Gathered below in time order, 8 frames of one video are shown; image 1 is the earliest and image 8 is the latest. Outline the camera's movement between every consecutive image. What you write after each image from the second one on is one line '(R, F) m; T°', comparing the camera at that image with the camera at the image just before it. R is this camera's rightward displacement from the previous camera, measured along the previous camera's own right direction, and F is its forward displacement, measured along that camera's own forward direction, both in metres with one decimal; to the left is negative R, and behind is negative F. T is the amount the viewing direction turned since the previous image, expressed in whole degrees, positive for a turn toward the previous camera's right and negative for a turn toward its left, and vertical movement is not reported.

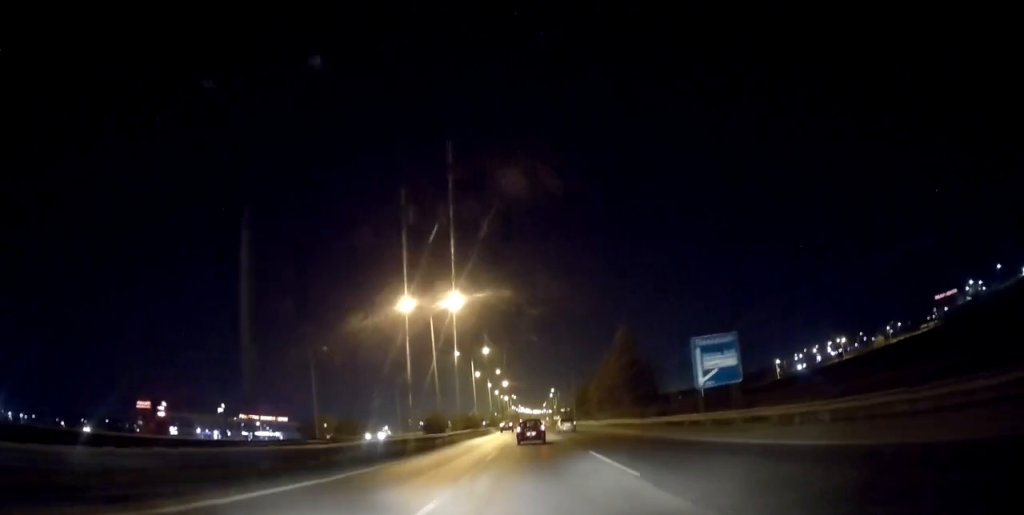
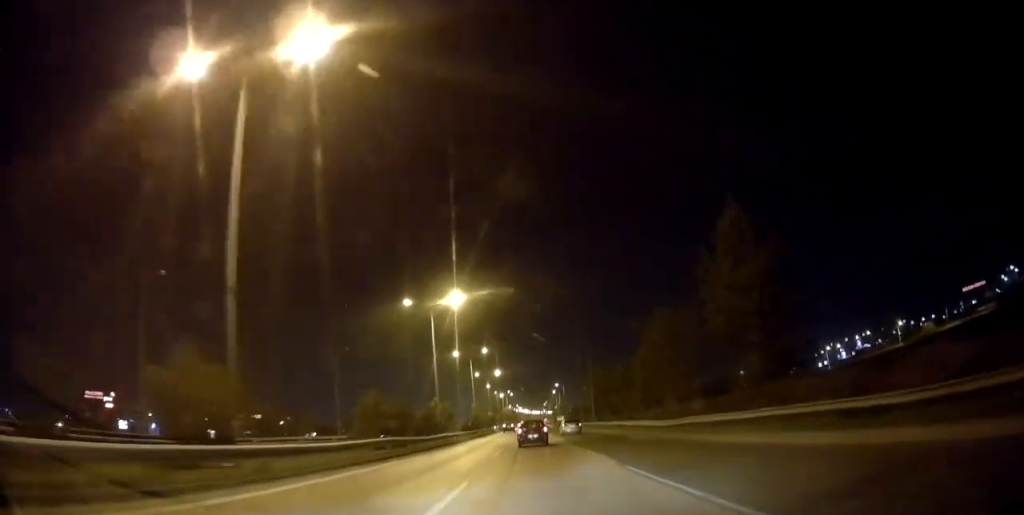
(+0.3, +35.6) m; 0°
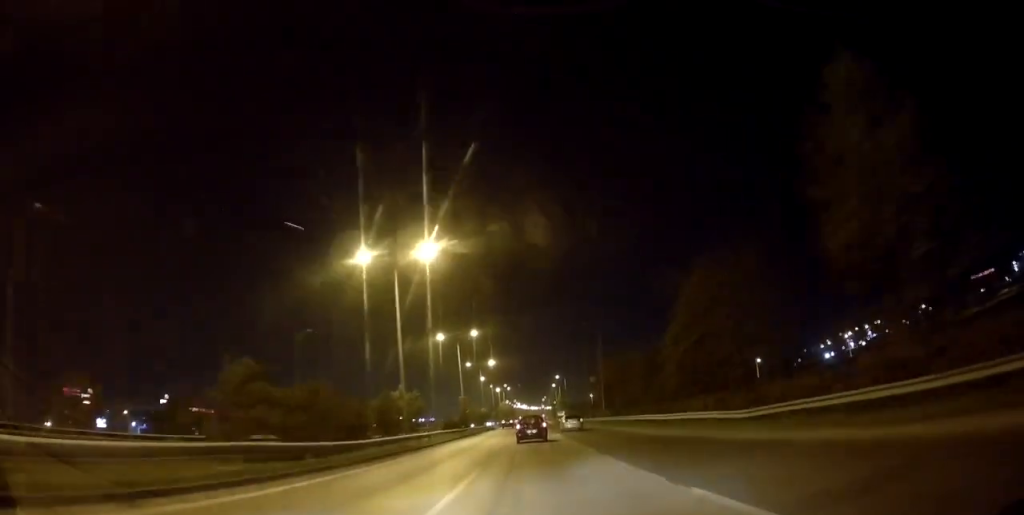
(+0.1, +12.9) m; 0°
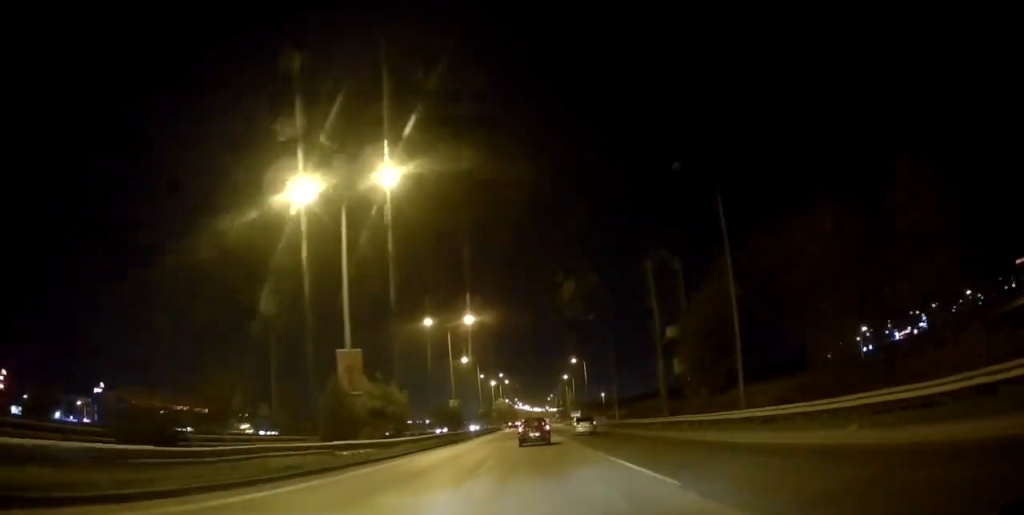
(-0.1, +47.2) m; 0°
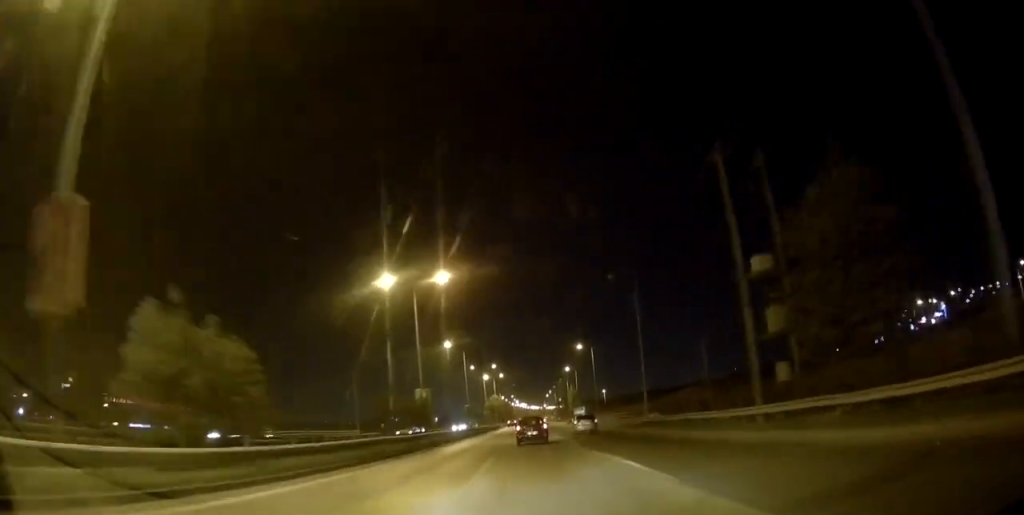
(+0.1, +17.2) m; 0°
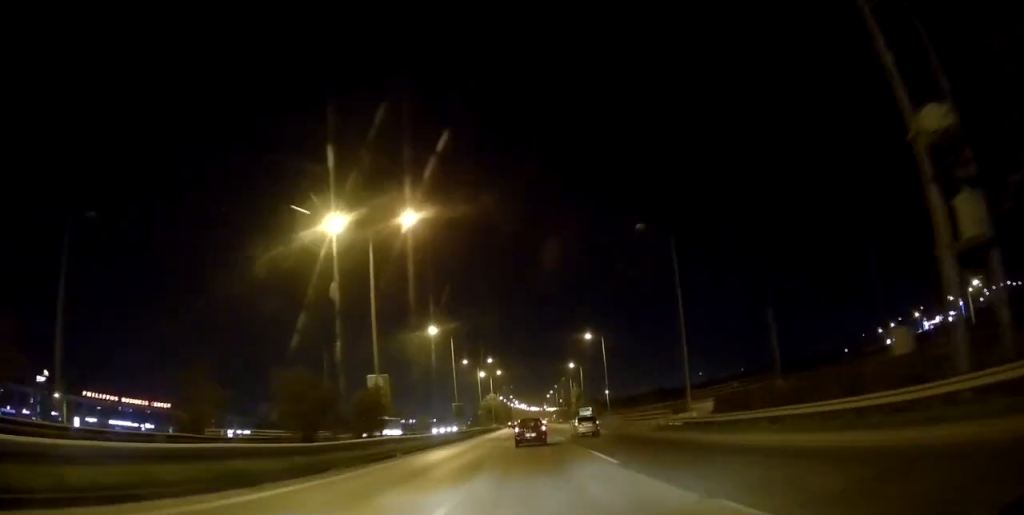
(0.0, +13.0) m; 0°
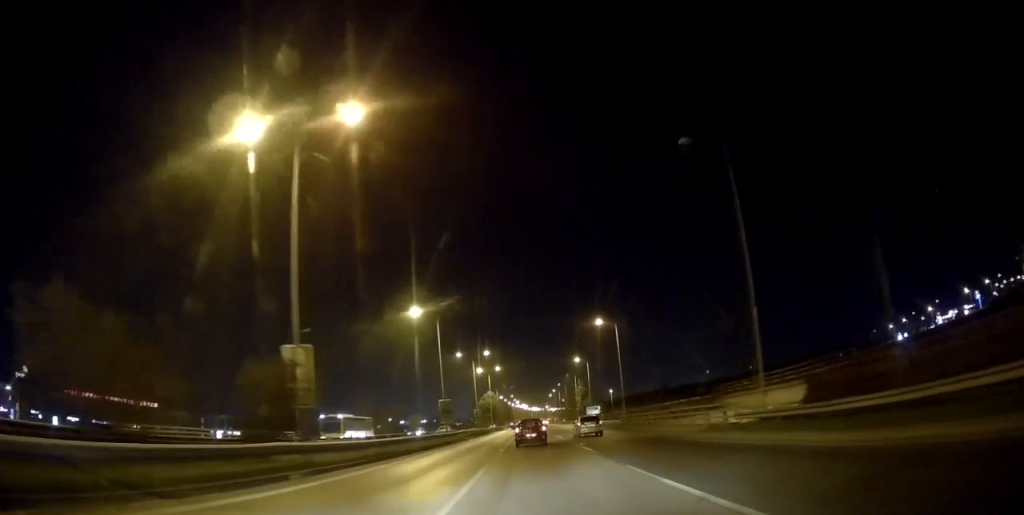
(0.0, +11.1) m; 0°
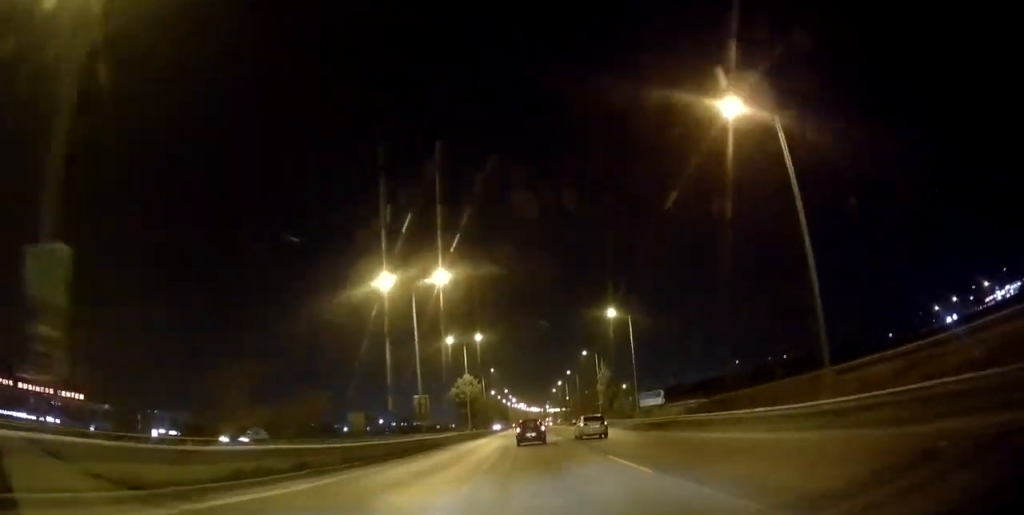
(-0.4, +46.8) m; +1°
